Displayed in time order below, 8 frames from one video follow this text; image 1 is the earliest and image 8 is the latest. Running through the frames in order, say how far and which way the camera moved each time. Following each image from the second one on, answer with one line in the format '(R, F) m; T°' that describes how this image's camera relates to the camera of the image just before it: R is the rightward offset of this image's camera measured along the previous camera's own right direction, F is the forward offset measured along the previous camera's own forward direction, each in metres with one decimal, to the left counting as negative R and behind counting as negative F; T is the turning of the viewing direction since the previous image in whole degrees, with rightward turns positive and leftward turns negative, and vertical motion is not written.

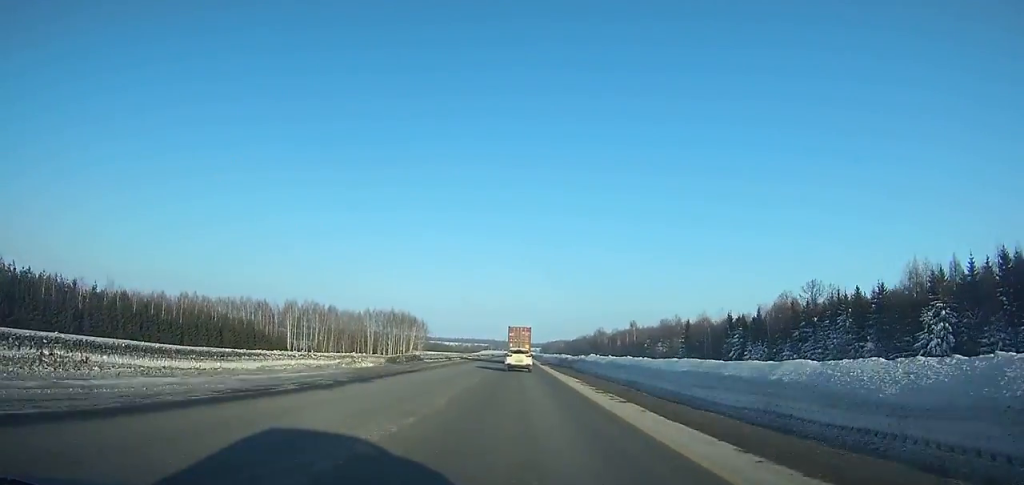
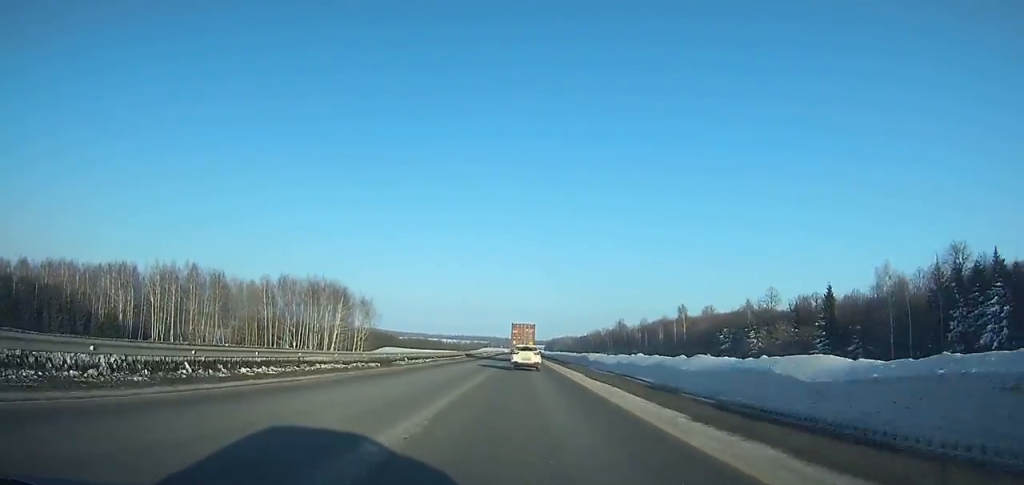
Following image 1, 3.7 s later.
(-0.1, +83.0) m; 0°
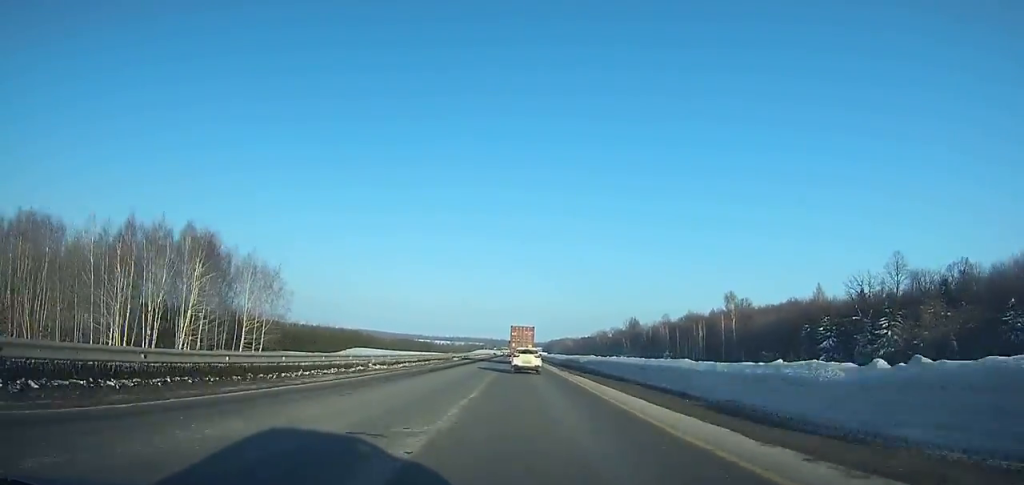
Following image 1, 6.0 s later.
(0.0, +51.3) m; 0°
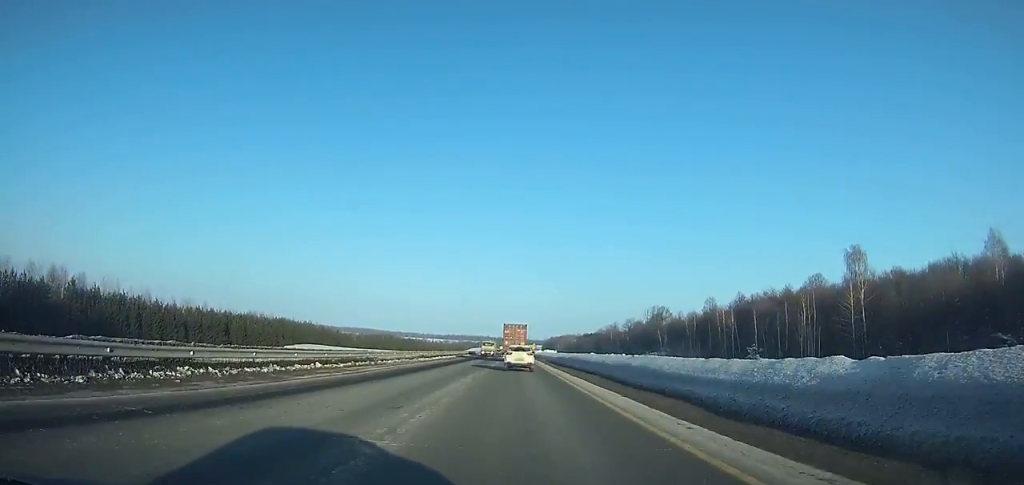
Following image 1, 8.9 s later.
(+0.1, +64.4) m; 0°
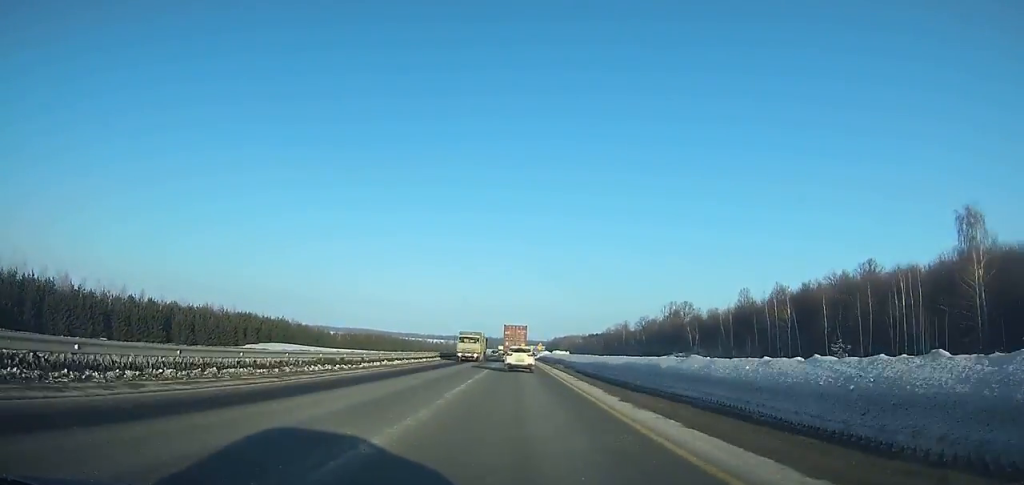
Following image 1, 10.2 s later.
(+0.1, +28.7) m; 0°
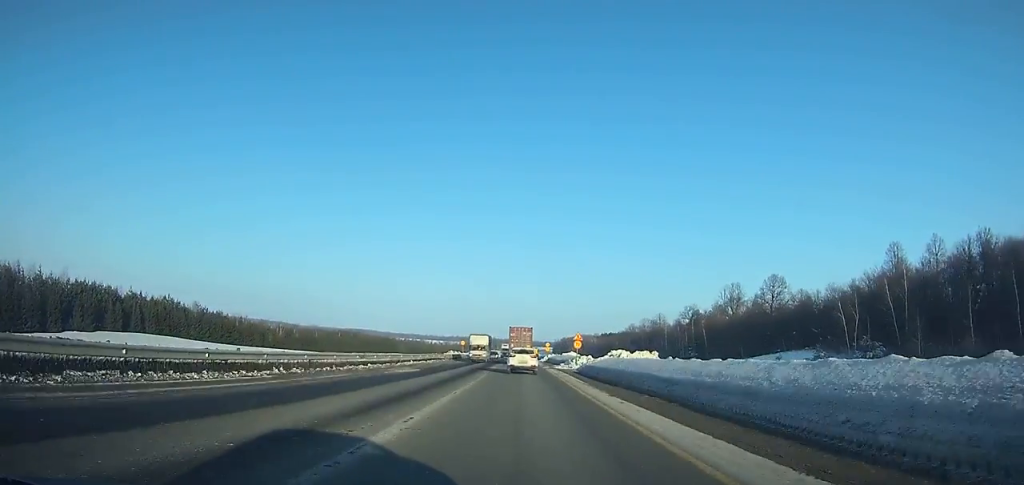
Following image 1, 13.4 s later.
(+0.1, +70.1) m; 0°
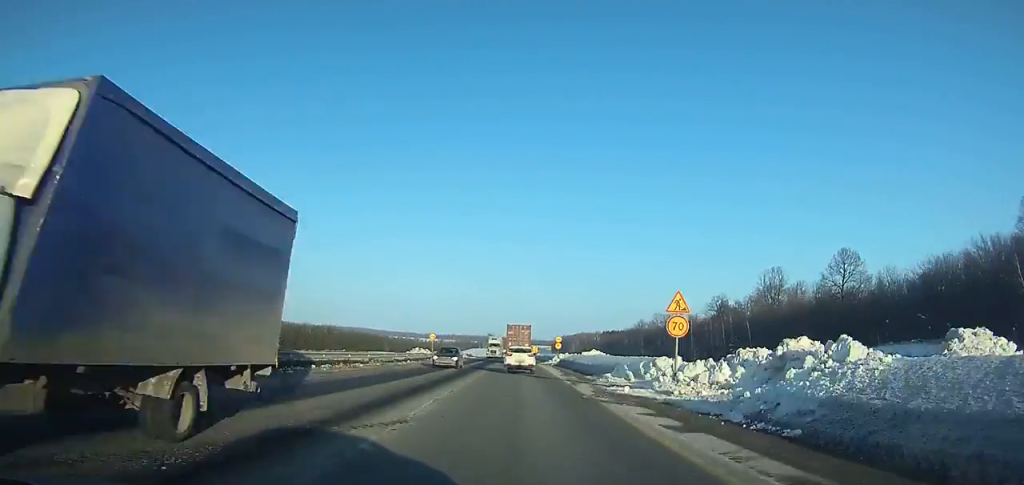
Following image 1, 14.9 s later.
(0.0, +32.3) m; 0°
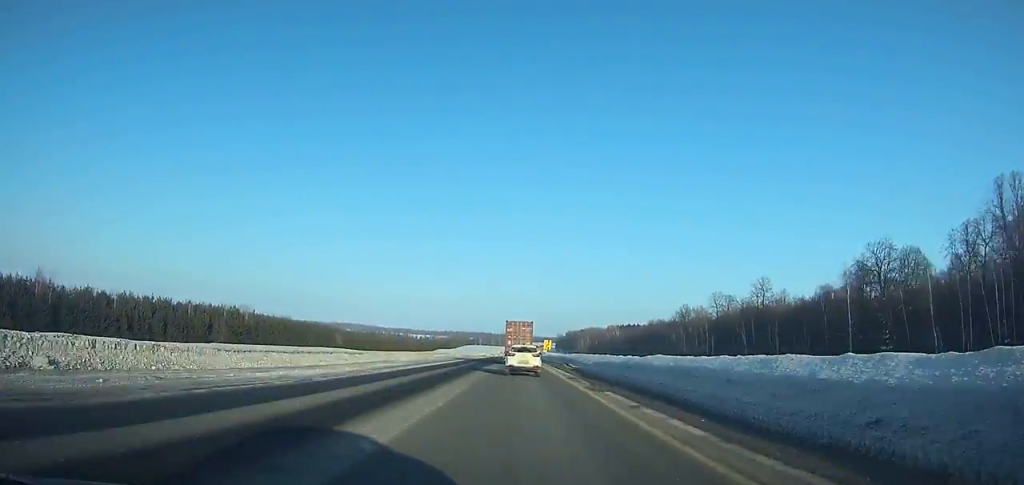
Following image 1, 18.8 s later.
(-0.4, +80.8) m; 0°
